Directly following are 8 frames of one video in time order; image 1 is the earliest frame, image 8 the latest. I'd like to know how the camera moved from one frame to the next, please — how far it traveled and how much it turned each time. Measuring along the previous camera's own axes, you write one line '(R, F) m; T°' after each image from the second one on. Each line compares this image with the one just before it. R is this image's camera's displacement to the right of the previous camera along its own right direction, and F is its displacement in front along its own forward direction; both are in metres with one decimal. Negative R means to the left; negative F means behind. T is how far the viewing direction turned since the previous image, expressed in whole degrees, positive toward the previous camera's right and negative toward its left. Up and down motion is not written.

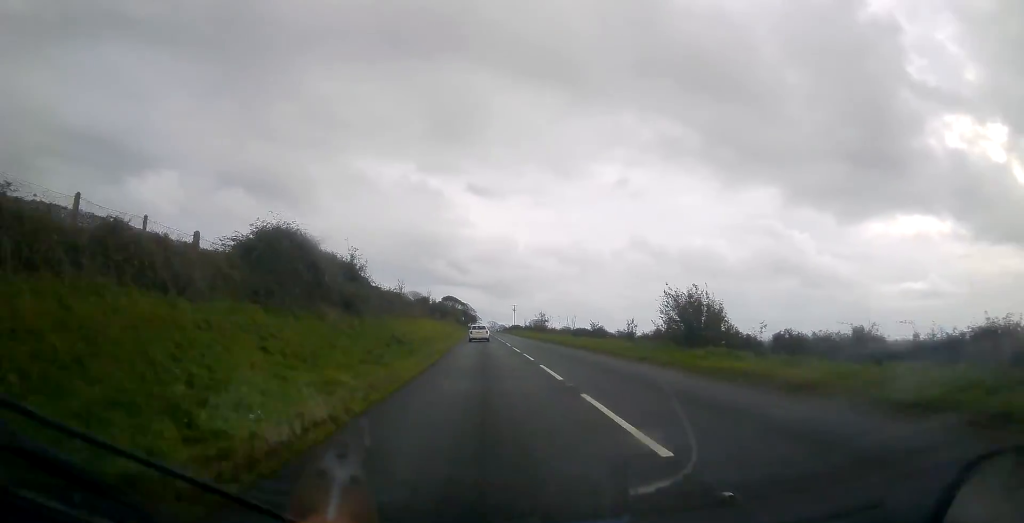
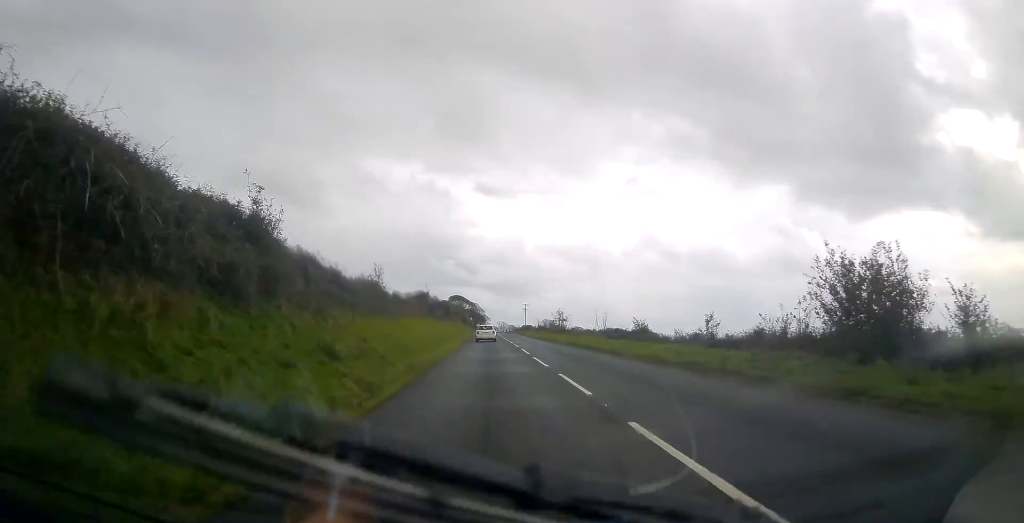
(-0.2, +12.2) m; -1°
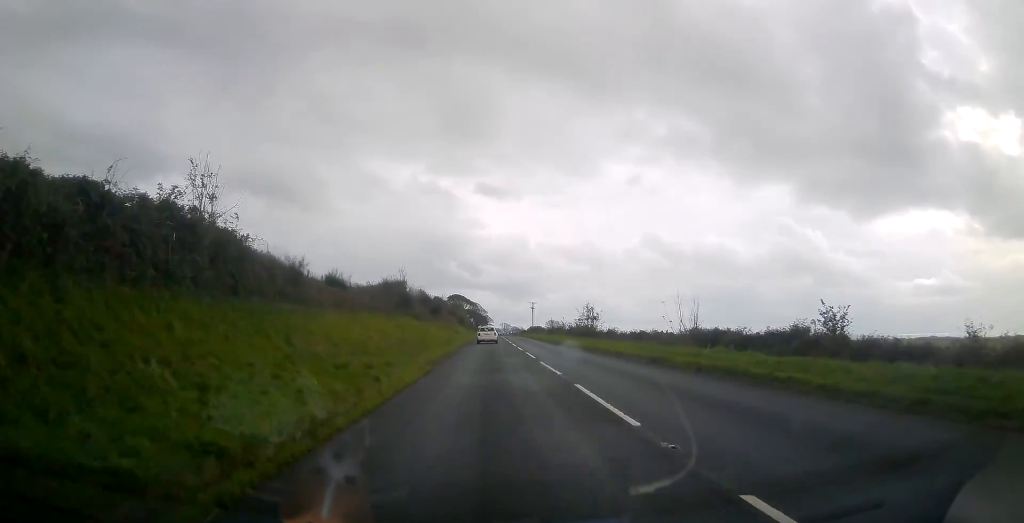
(-0.3, +21.3) m; -1°
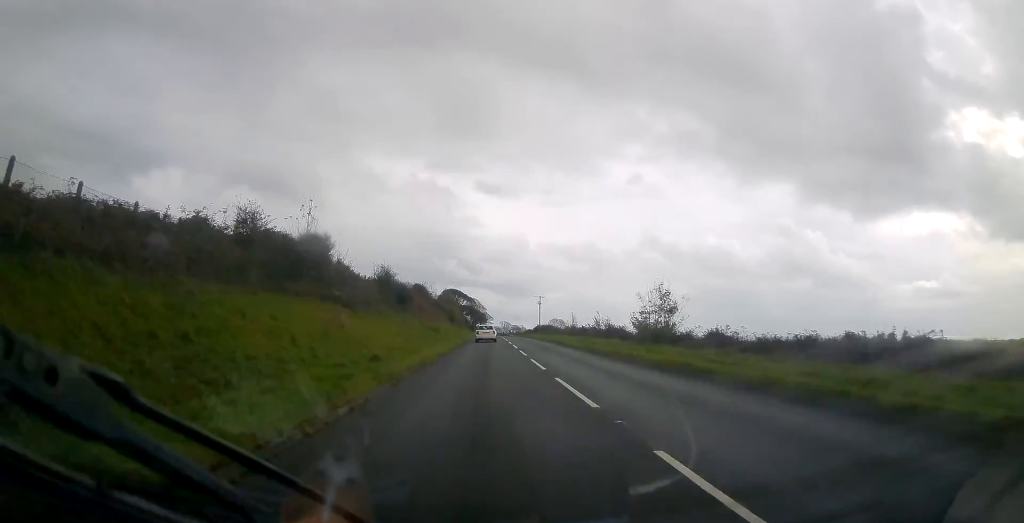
(-0.2, +24.9) m; 0°
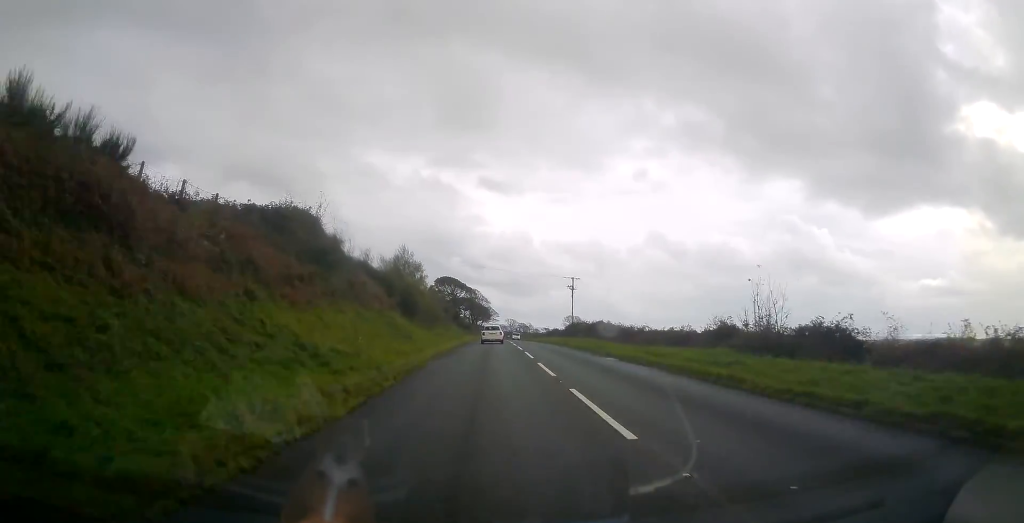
(0.0, +47.8) m; 0°
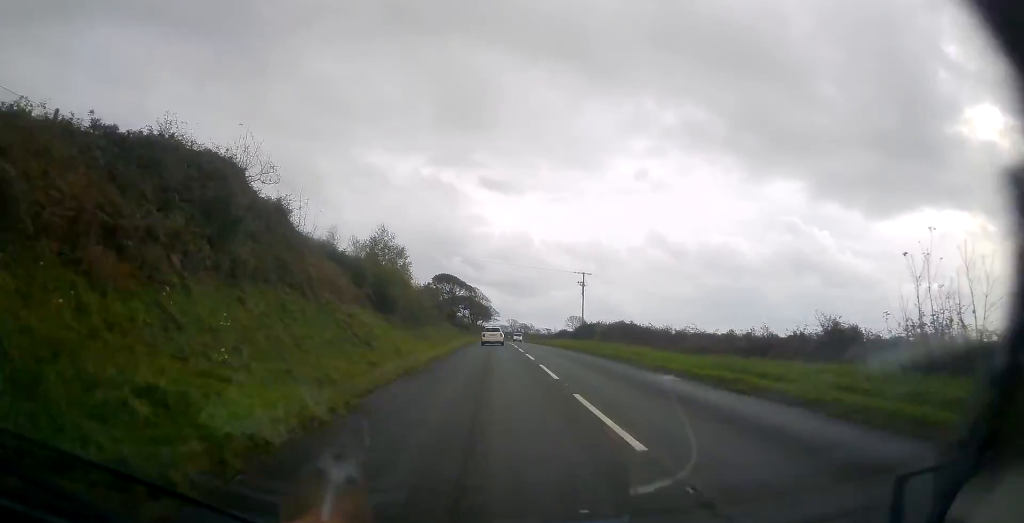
(0.0, +9.2) m; 0°
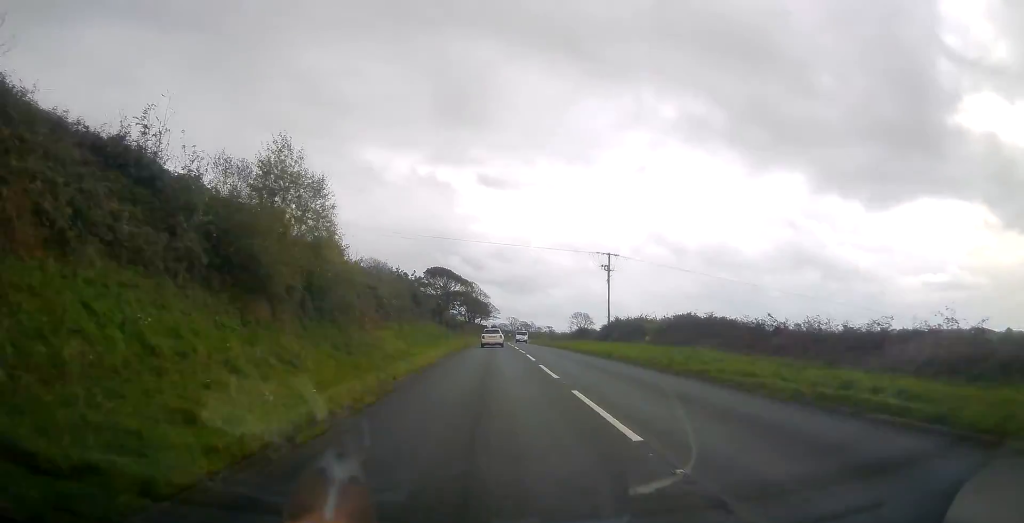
(0.0, +17.6) m; 0°
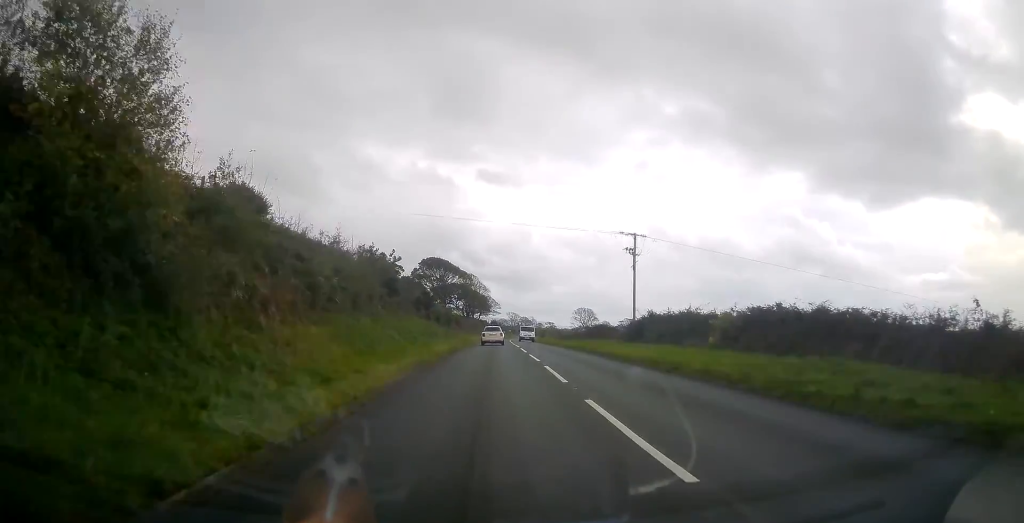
(0.0, +10.8) m; 0°
